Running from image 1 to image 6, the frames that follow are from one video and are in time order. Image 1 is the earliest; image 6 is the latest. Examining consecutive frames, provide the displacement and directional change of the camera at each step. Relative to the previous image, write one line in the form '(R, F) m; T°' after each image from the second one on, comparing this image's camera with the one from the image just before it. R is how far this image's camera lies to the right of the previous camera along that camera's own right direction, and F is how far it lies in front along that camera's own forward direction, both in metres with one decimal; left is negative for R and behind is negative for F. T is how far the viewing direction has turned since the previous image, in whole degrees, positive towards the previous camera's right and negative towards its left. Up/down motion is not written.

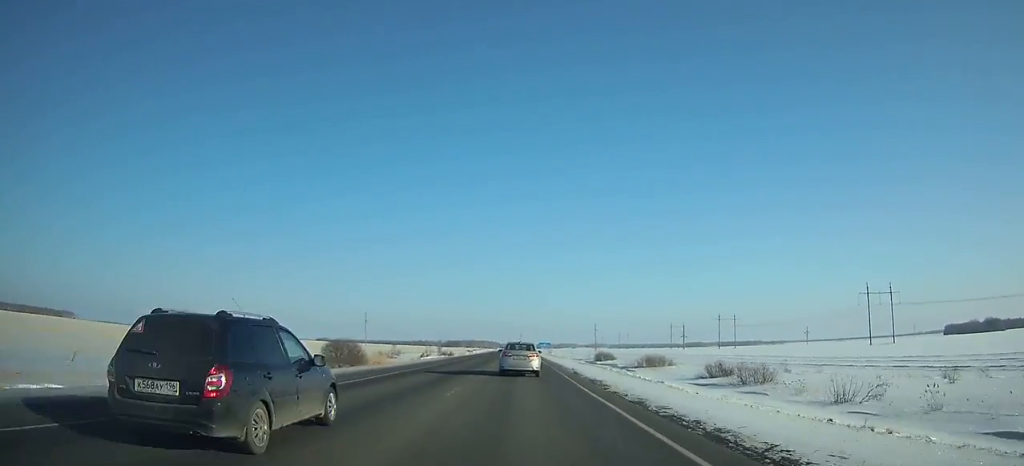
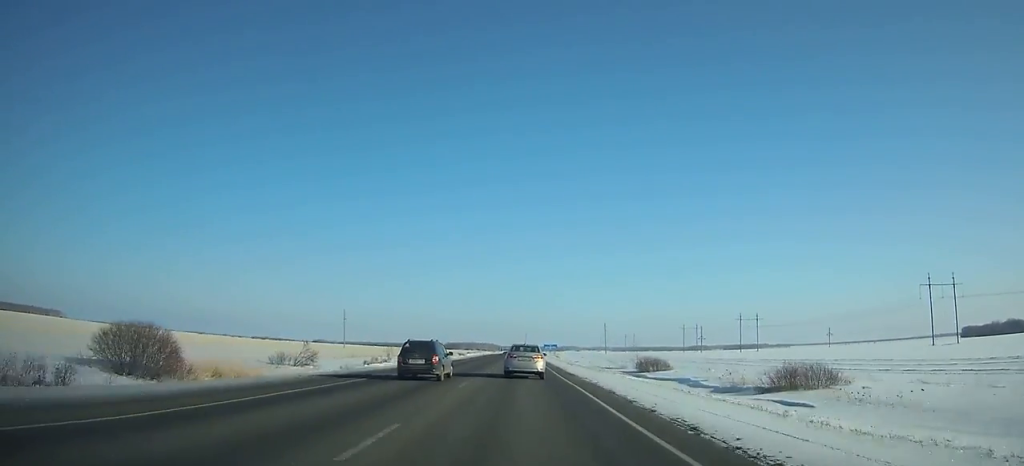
(0.0, +44.3) m; 0°
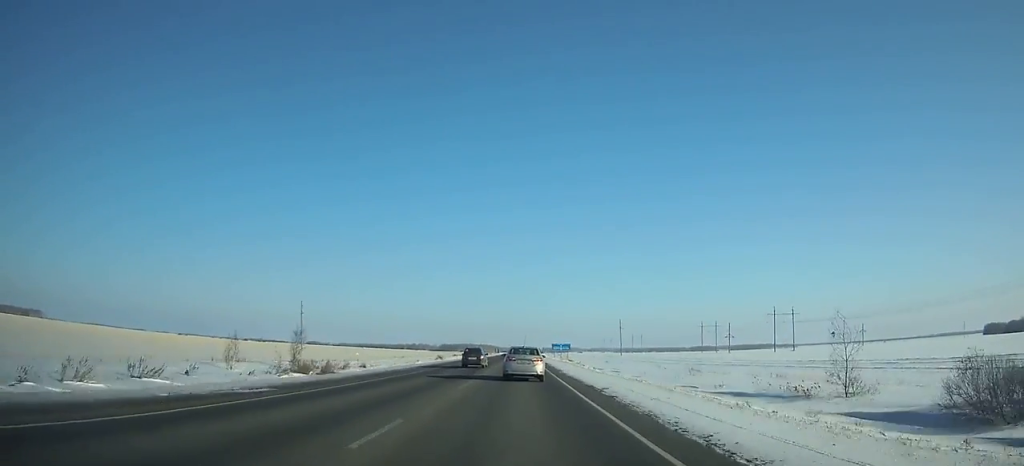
(0.0, +57.9) m; 0°
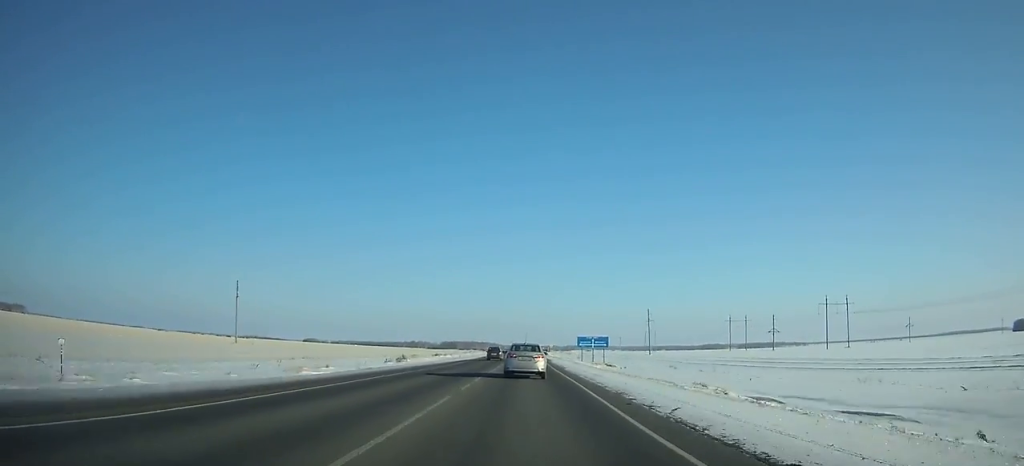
(-0.2, +59.9) m; 0°
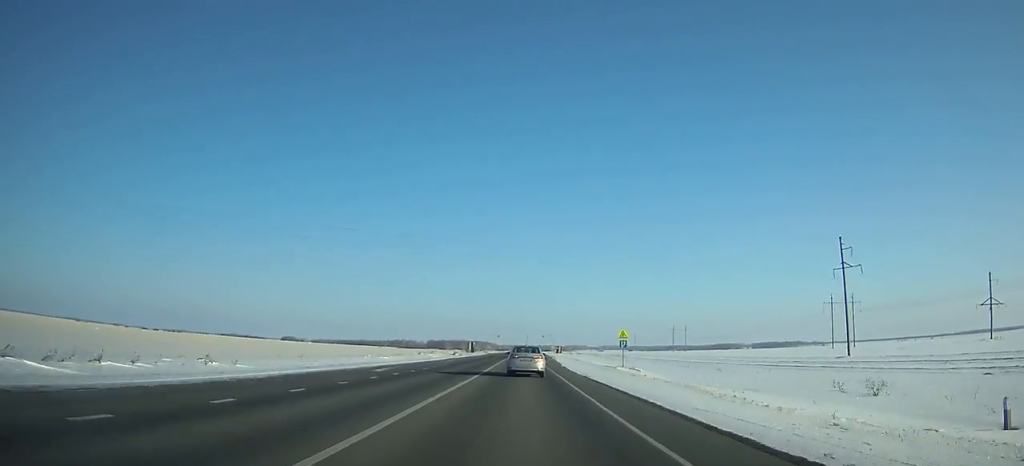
(+0.6, +159.2) m; 0°
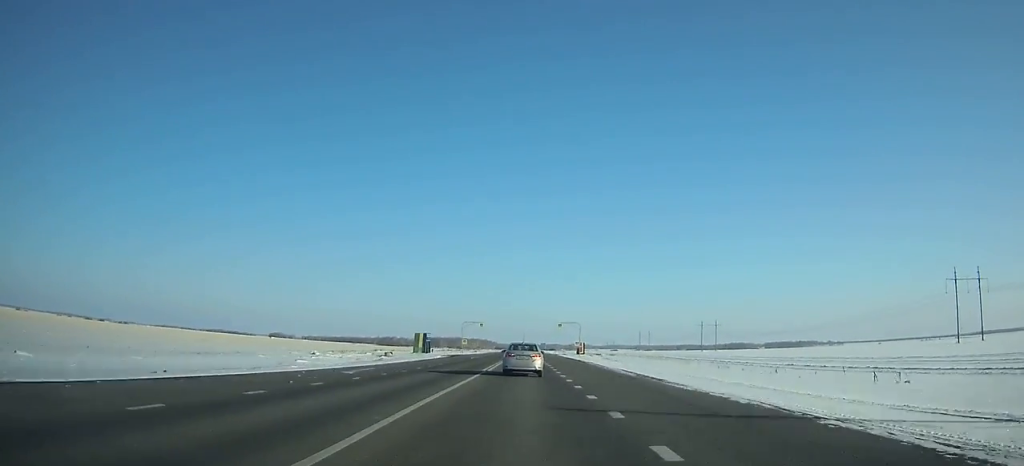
(-0.2, +93.7) m; 0°
